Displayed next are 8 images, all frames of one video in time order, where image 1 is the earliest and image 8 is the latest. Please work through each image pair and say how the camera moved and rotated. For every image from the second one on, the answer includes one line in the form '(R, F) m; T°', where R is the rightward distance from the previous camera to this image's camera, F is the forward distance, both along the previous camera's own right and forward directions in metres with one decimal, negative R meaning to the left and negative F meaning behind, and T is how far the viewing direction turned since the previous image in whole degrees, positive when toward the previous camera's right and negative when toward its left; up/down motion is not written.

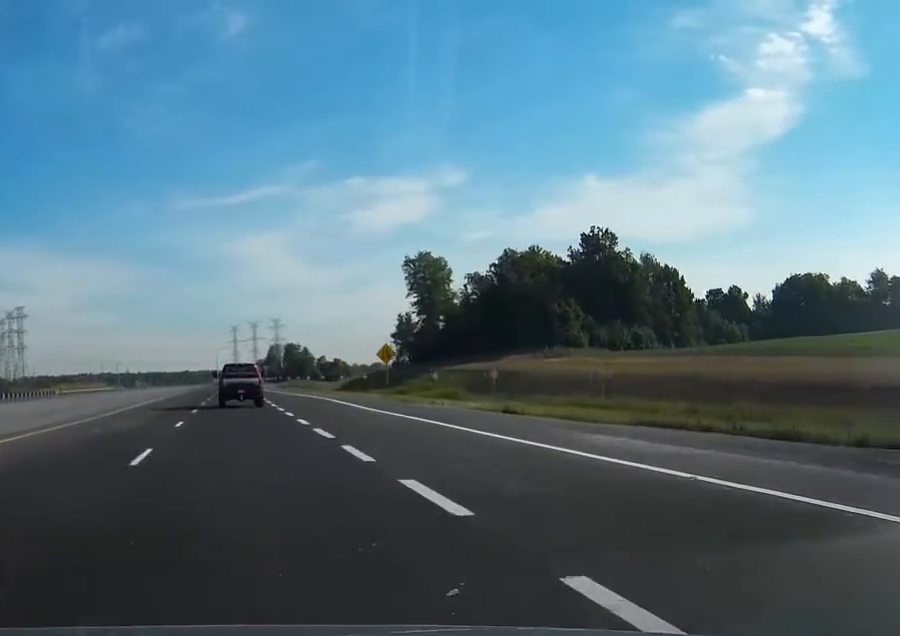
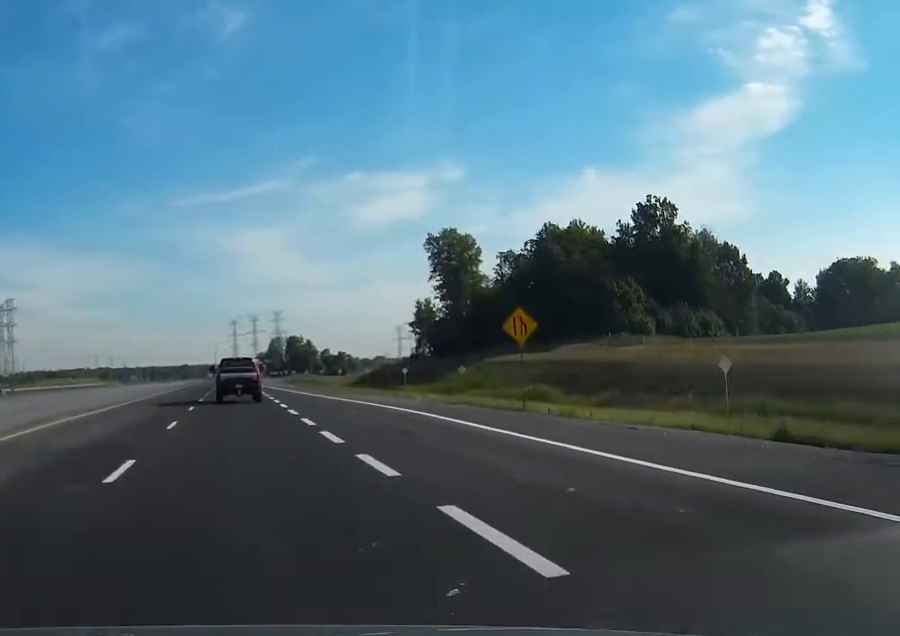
(+0.1, +26.4) m; 0°
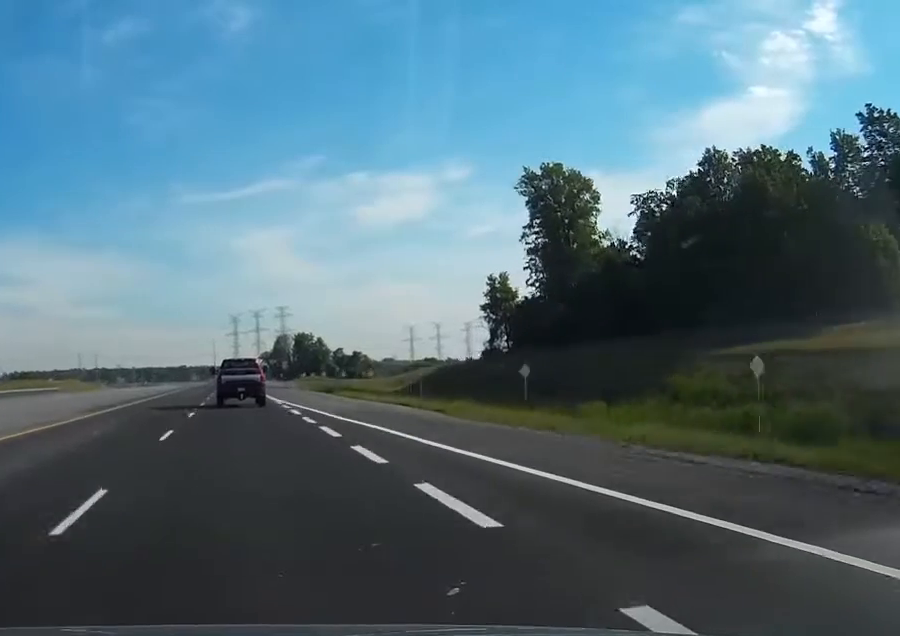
(-0.1, +63.2) m; 0°
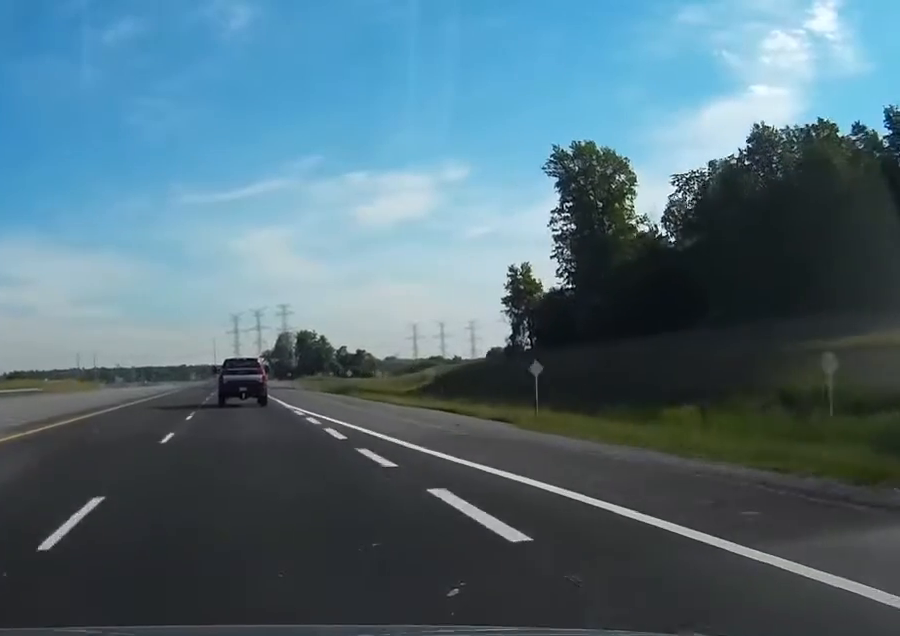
(0.0, +12.5) m; 0°
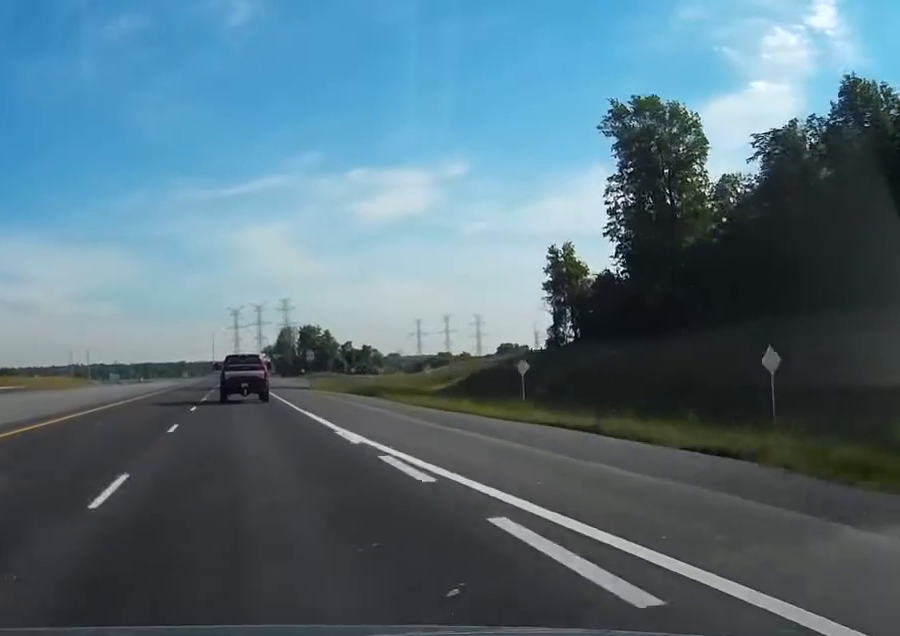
(0.0, +20.1) m; 0°
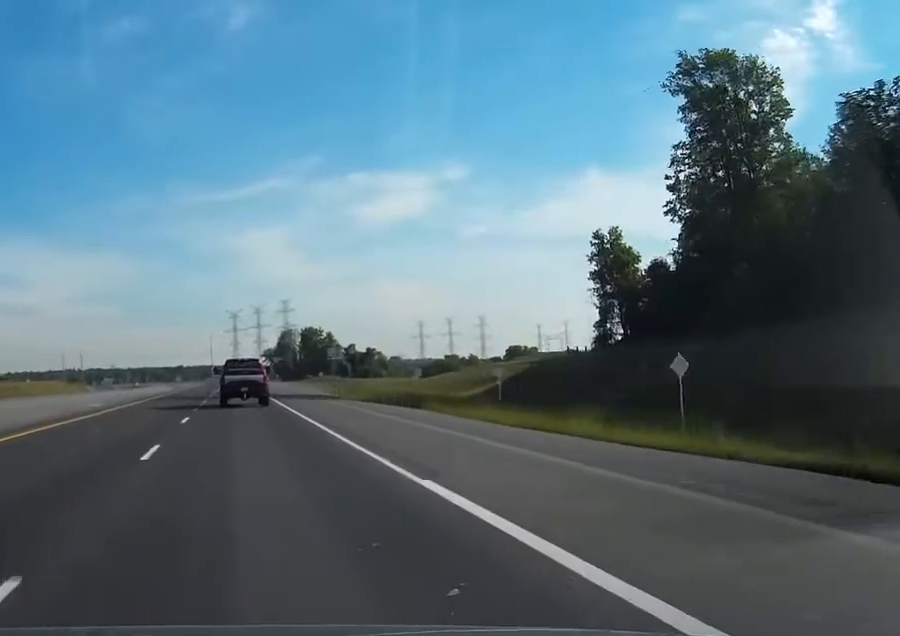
(0.0, +18.0) m; 0°
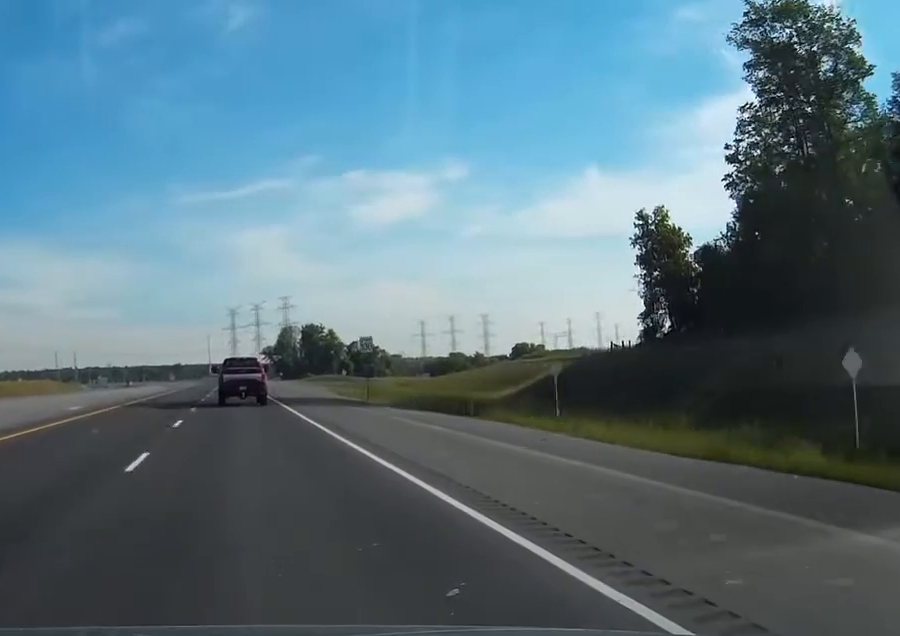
(0.0, +14.2) m; 0°
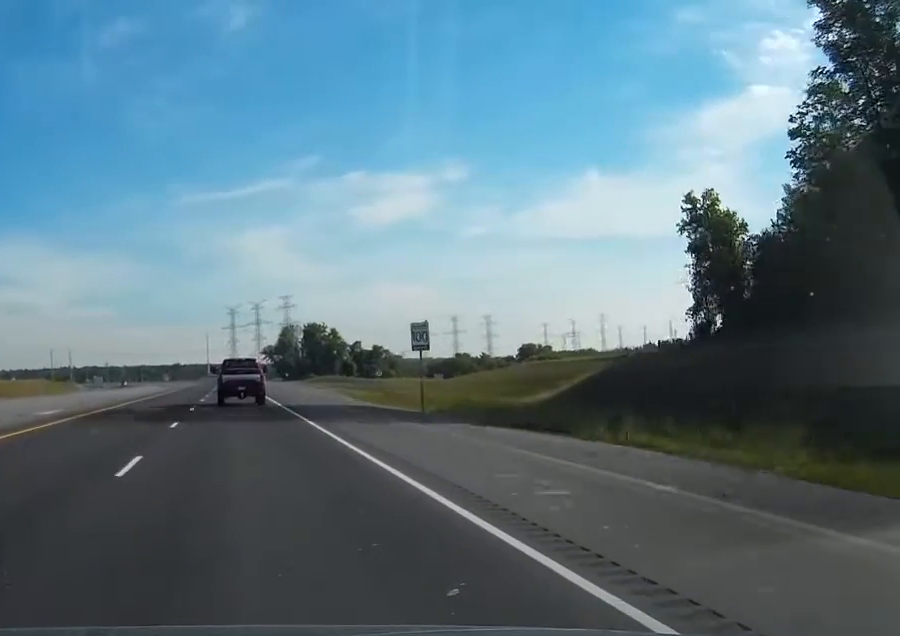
(0.0, +12.2) m; 0°
